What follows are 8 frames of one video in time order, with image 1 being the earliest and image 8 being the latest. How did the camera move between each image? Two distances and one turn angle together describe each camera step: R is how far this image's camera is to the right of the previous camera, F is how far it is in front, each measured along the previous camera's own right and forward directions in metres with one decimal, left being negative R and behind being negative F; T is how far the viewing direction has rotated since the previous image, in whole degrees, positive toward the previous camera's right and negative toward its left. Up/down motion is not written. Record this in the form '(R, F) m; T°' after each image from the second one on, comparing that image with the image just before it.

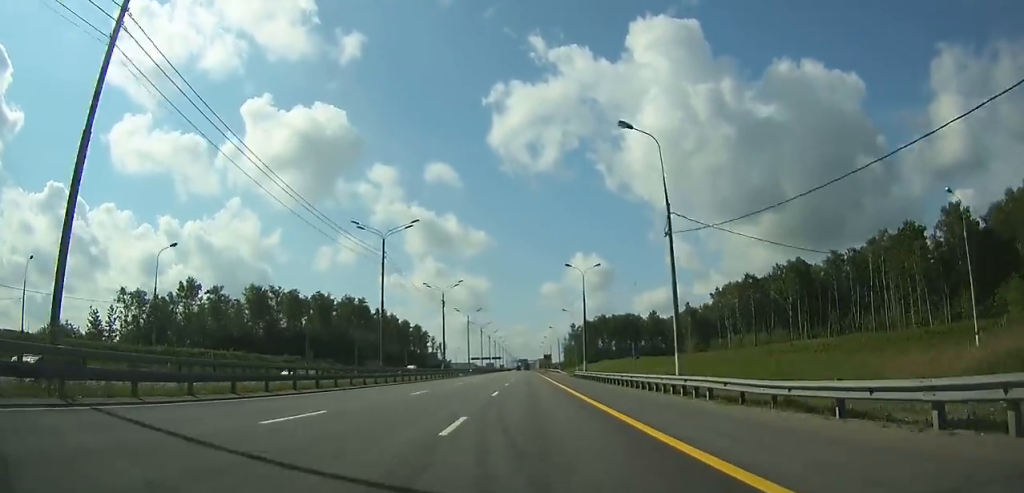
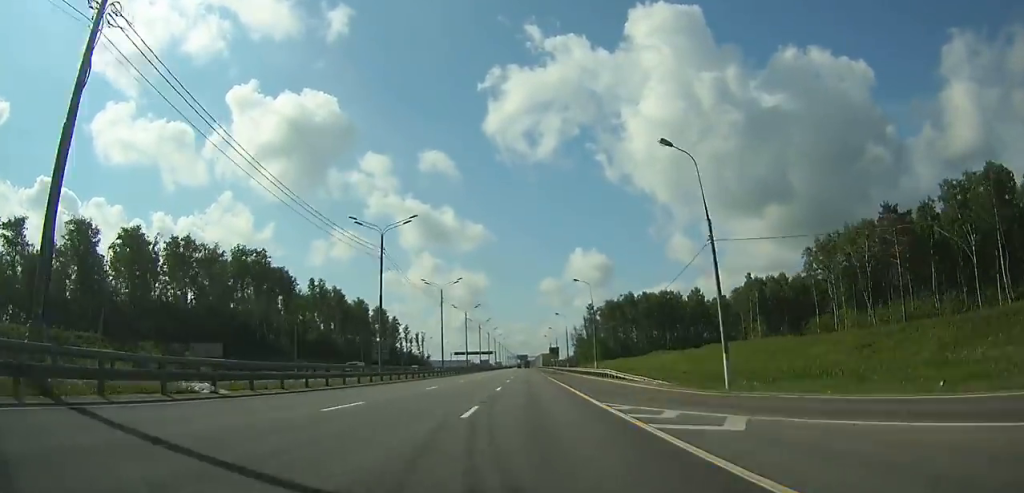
(0.0, +75.8) m; 0°
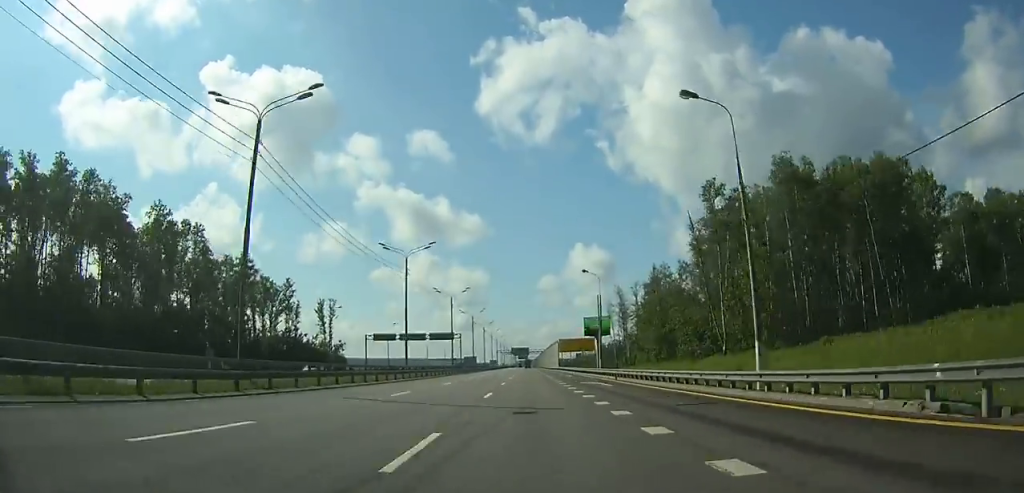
(0.0, +135.1) m; 0°
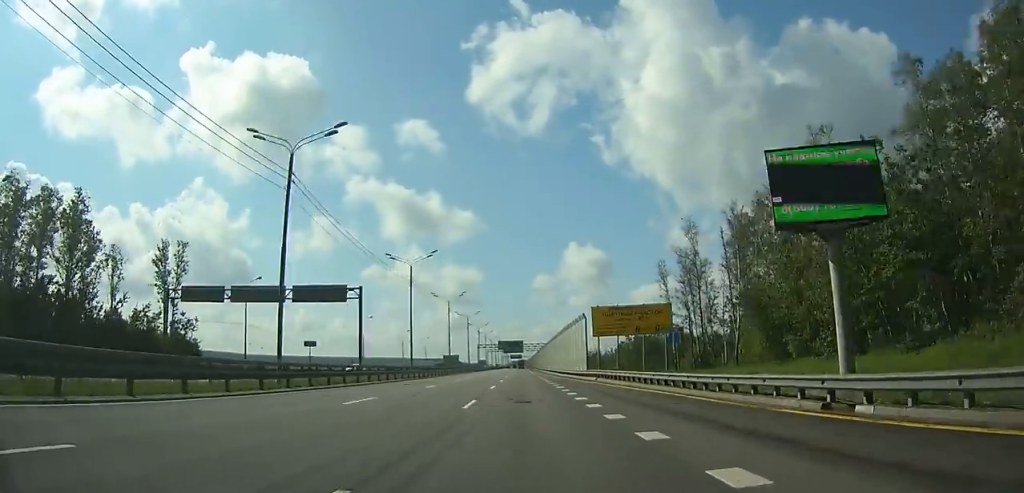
(+0.1, +69.9) m; 0°
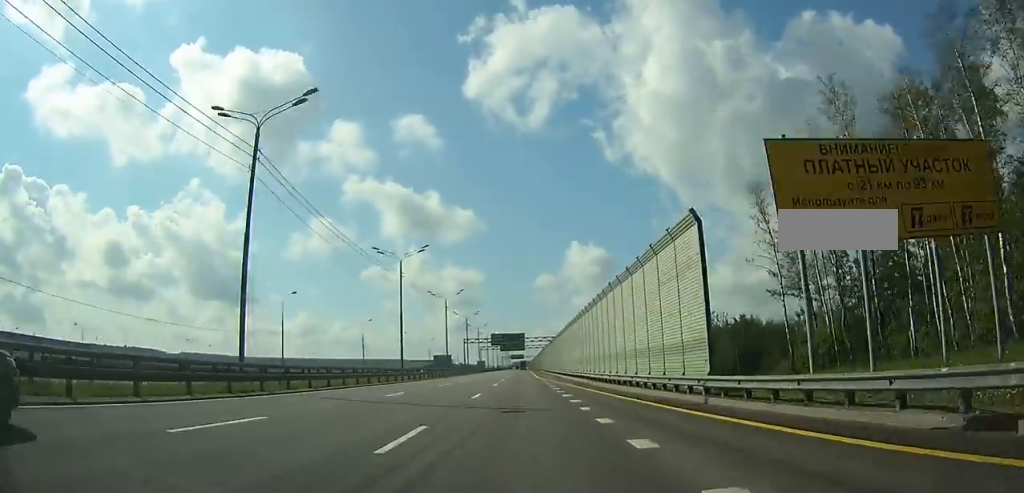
(+0.2, +42.1) m; 0°
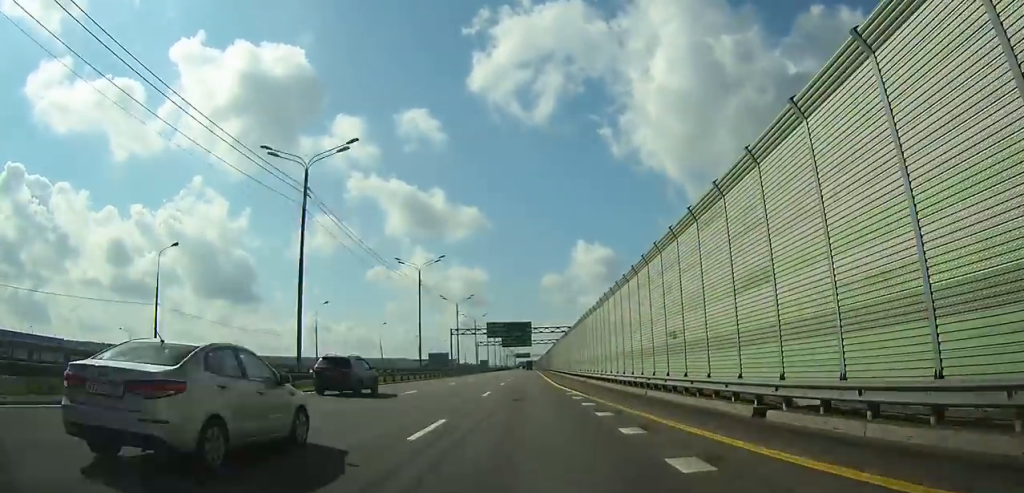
(-0.1, +30.7) m; 0°
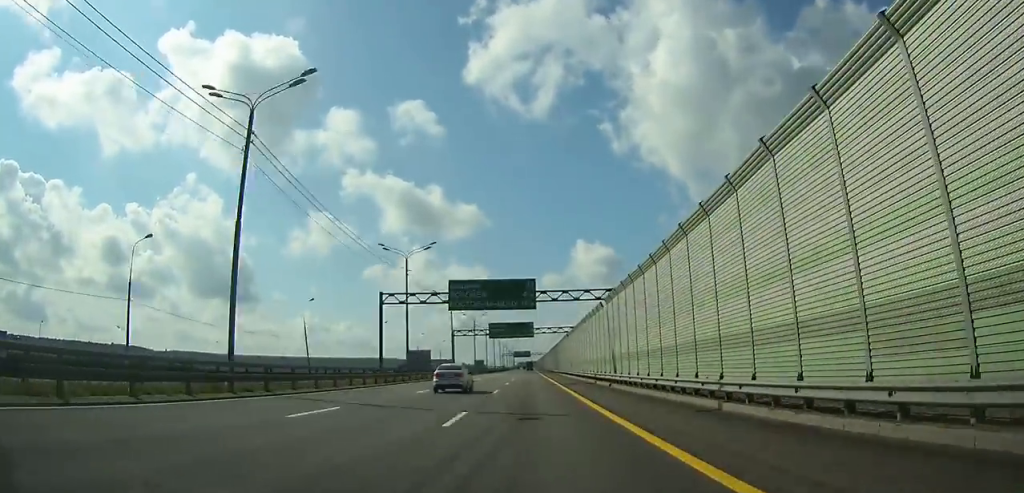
(-0.3, +45.9) m; 0°
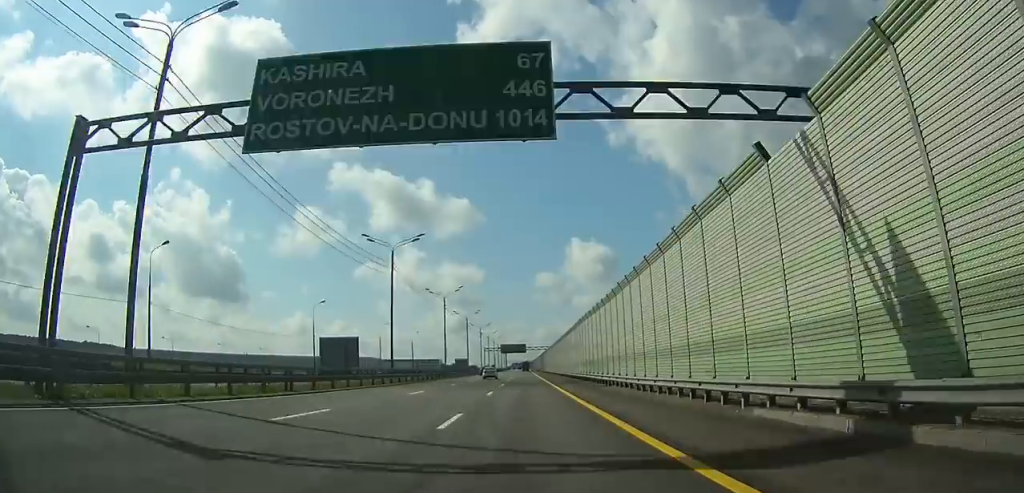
(+0.5, +80.4) m; +1°
